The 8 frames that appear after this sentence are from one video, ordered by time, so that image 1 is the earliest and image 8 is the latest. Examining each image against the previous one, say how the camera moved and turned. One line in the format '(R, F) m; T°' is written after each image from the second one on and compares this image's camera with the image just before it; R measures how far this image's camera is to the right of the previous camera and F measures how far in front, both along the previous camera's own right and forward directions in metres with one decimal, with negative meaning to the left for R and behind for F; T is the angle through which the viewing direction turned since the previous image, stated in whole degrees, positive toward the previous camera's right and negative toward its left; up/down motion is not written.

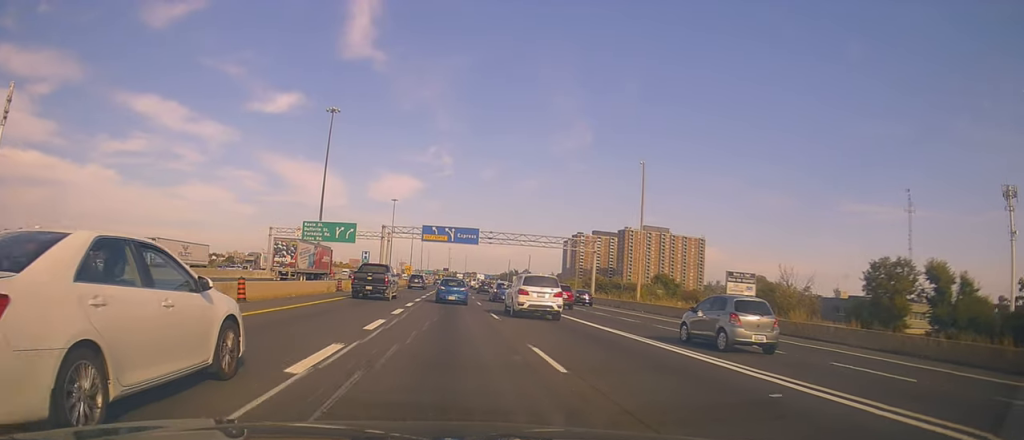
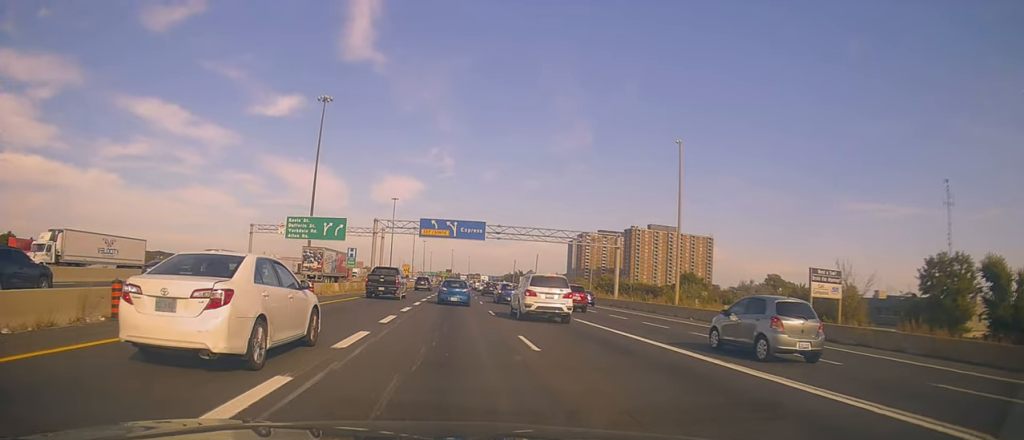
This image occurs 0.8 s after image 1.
(-0.3, +9.6) m; -2°
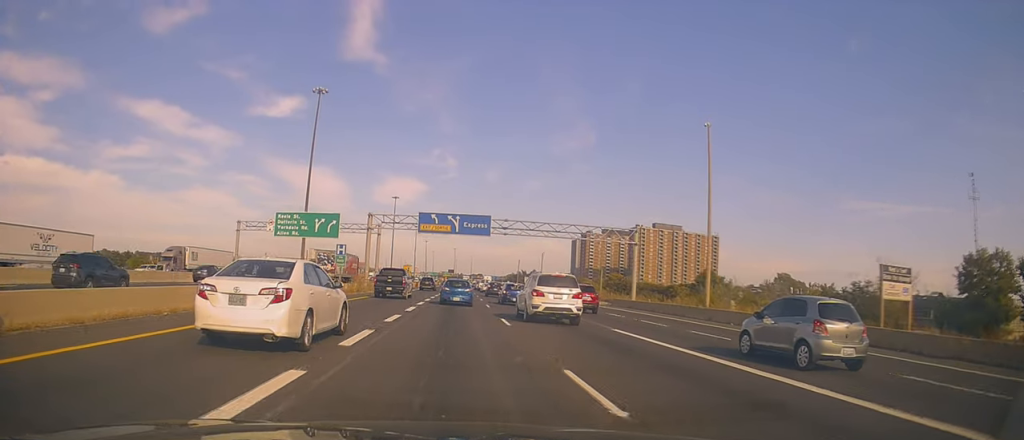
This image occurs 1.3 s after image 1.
(0.0, +5.5) m; +1°
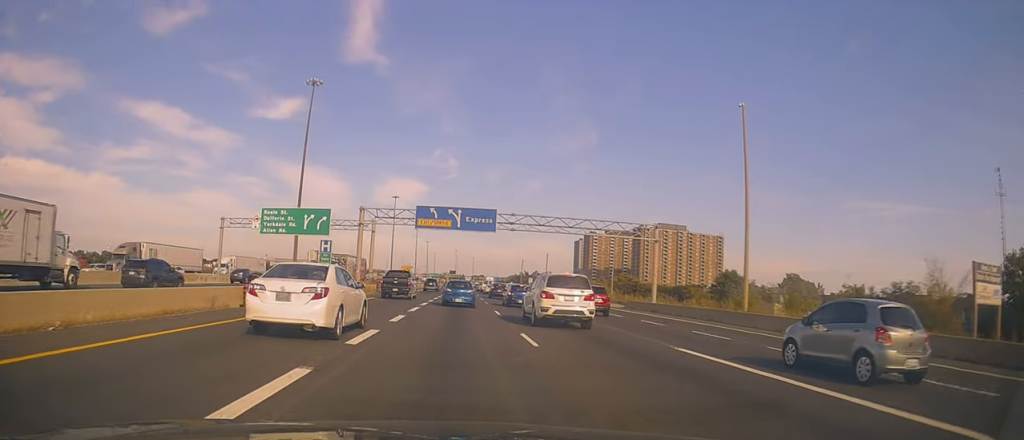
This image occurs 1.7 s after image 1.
(-0.1, +5.5) m; +1°
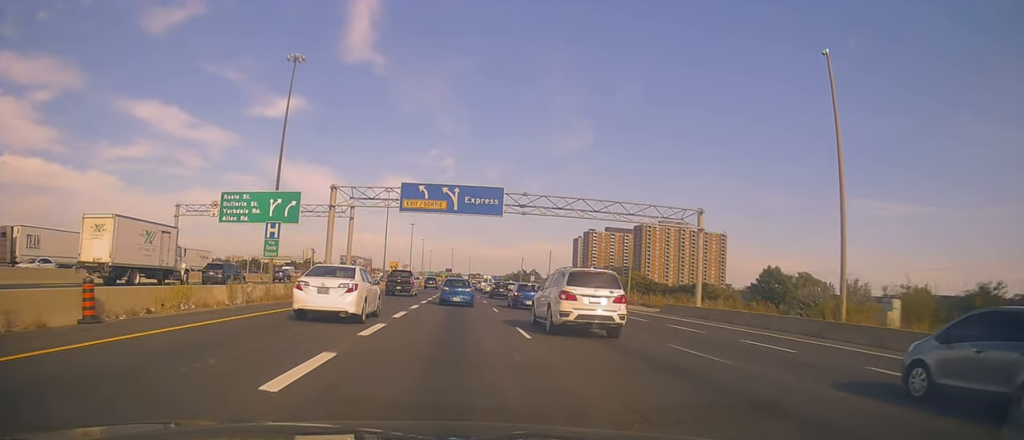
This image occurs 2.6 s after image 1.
(+0.4, +10.4) m; 0°
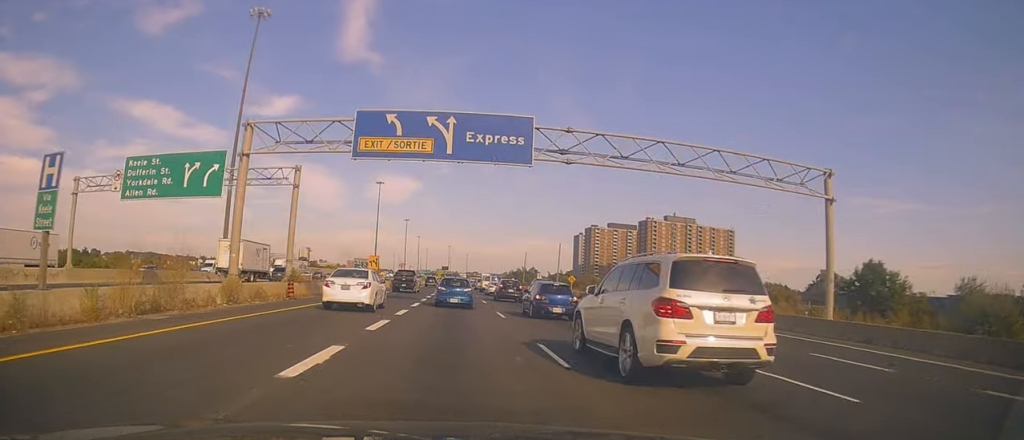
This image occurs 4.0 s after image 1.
(-0.2, +17.1) m; 0°
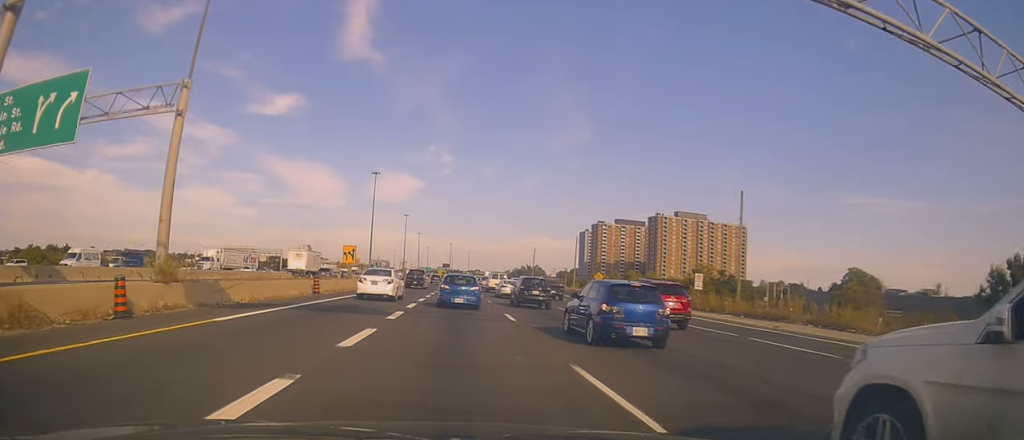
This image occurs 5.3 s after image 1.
(0.0, +16.7) m; -2°
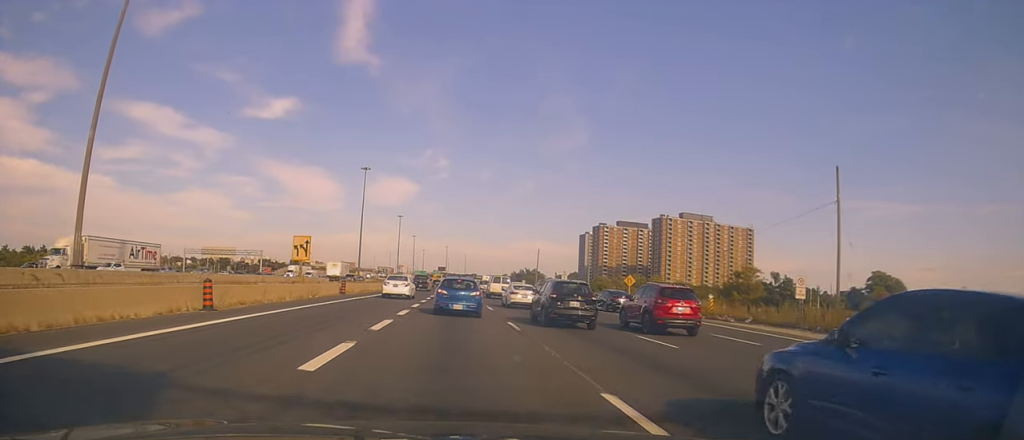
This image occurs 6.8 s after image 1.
(-0.3, +16.0) m; +1°
